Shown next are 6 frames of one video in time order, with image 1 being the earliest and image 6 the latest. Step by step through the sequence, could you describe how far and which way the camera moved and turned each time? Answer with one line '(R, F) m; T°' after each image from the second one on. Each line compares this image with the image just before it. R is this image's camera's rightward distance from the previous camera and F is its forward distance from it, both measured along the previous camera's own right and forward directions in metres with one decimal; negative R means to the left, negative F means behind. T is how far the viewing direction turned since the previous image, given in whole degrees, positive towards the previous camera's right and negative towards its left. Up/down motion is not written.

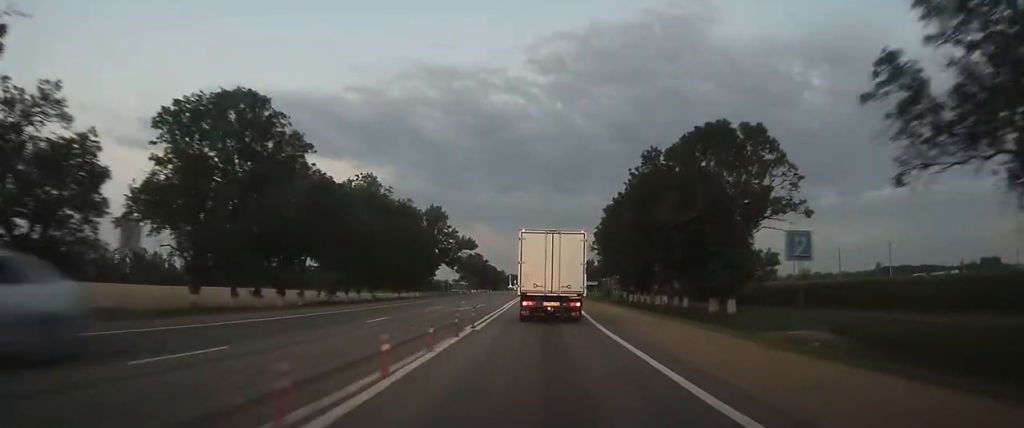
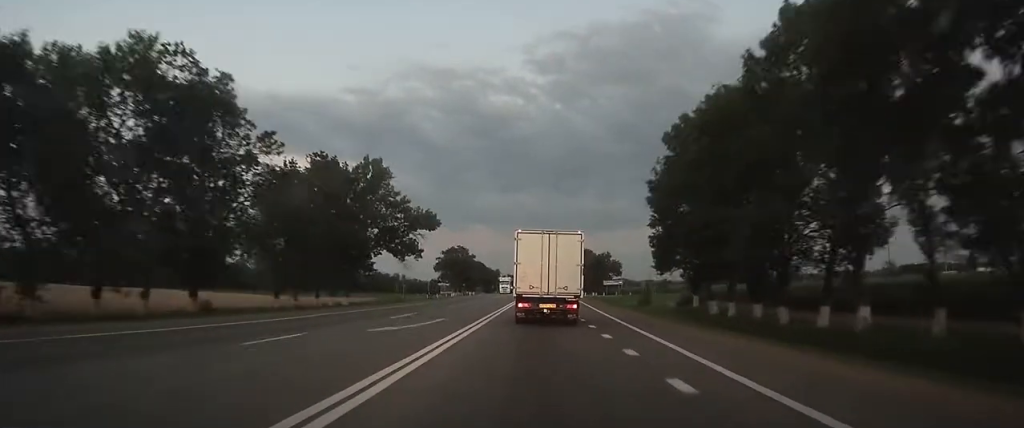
(0.0, +44.3) m; 0°
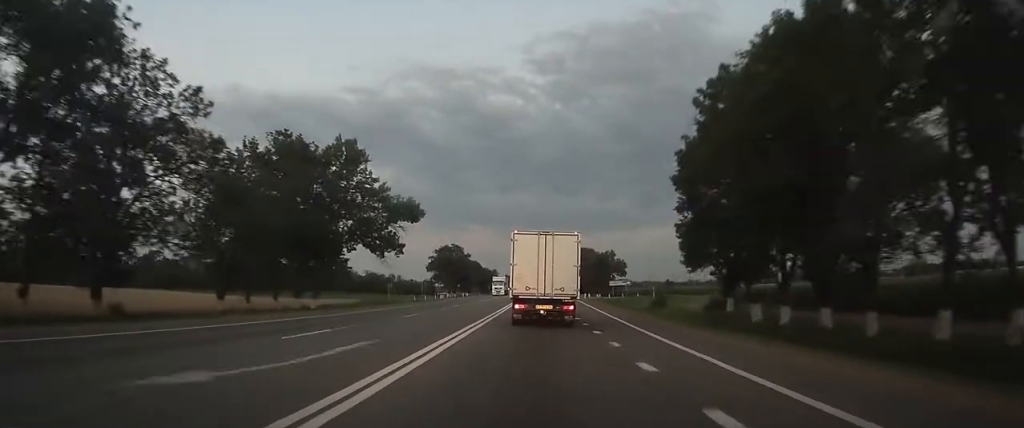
(0.0, +10.1) m; 0°
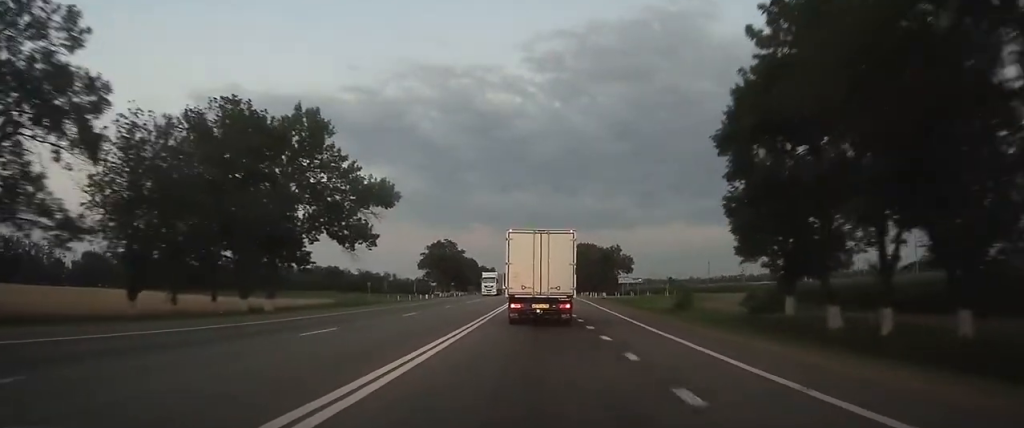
(0.0, +10.8) m; 0°
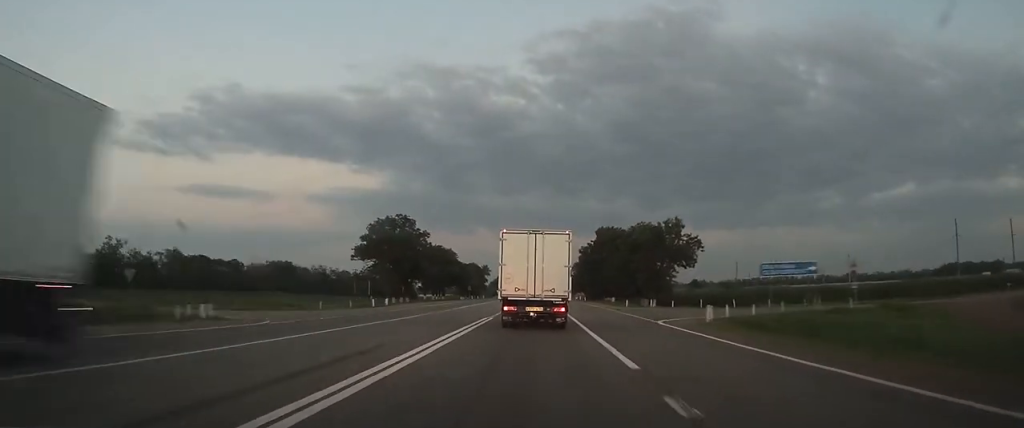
(-0.2, +53.0) m; -1°
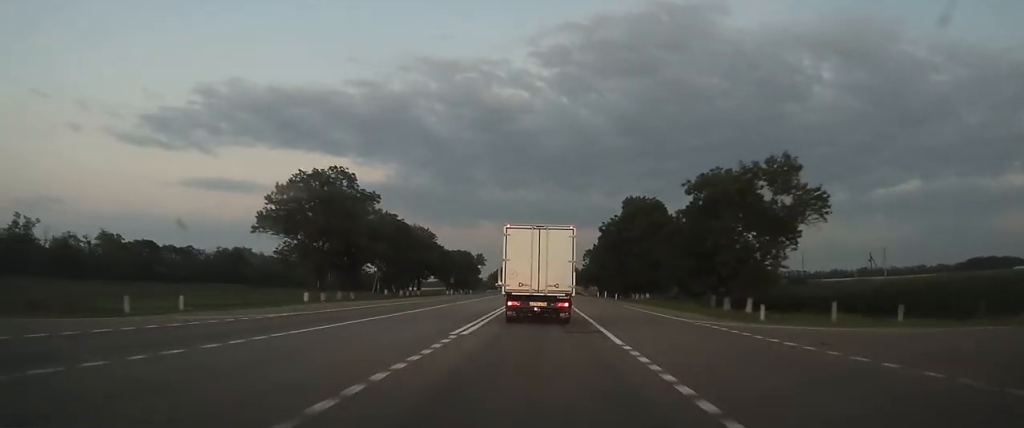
(-0.1, +33.5) m; 0°
